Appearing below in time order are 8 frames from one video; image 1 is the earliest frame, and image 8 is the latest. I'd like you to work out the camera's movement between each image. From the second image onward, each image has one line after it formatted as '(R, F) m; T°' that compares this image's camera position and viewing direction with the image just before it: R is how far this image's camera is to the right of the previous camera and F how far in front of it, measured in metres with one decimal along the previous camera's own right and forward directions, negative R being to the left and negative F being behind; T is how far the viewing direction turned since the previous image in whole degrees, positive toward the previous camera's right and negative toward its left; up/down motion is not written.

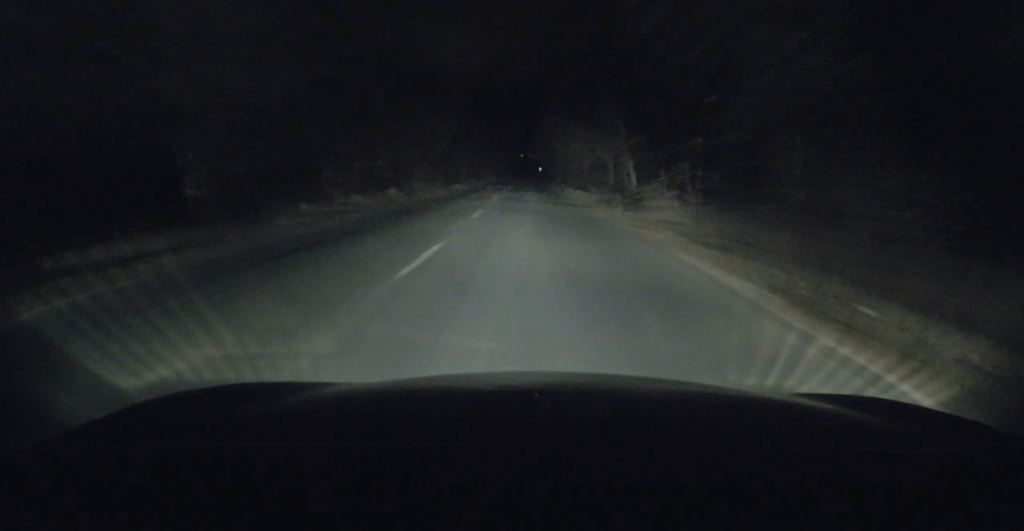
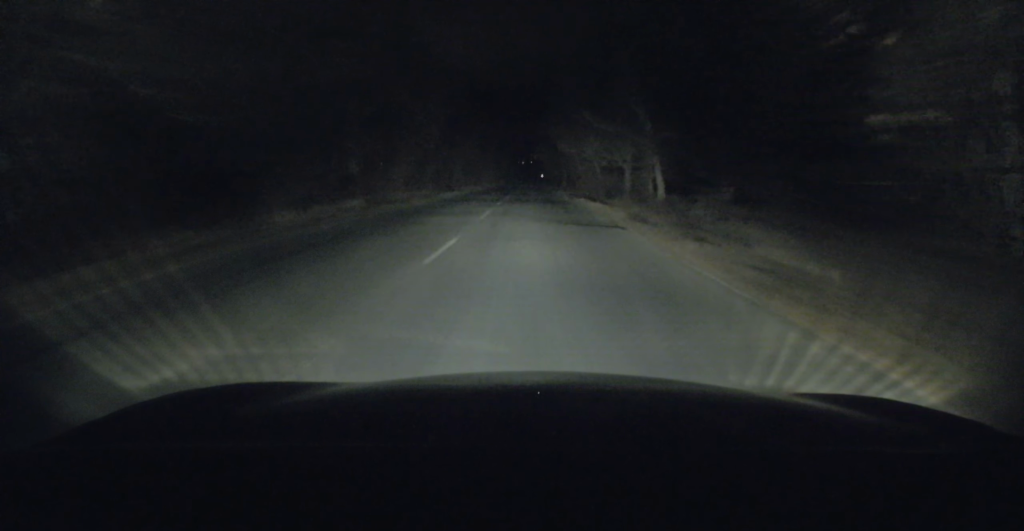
(0.0, +7.7) m; 0°
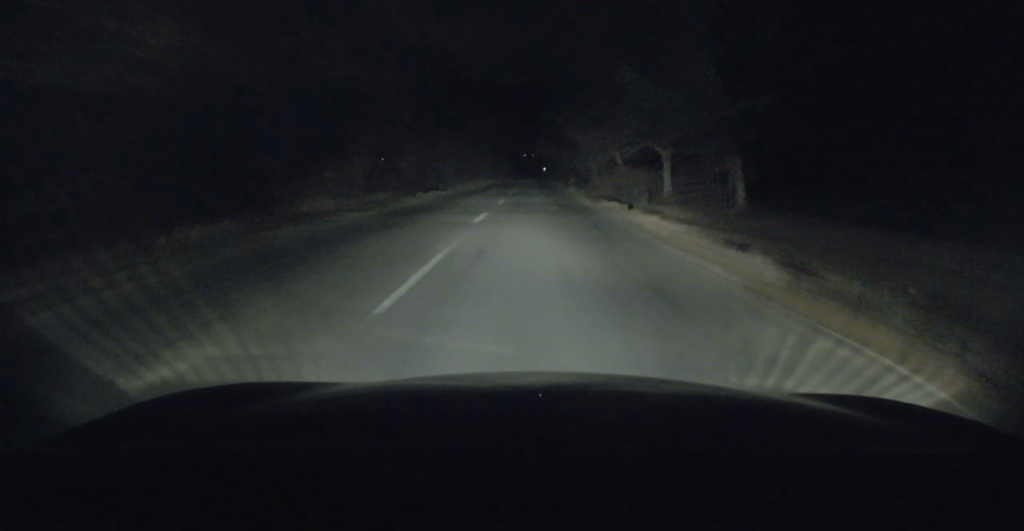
(0.0, +12.0) m; -1°
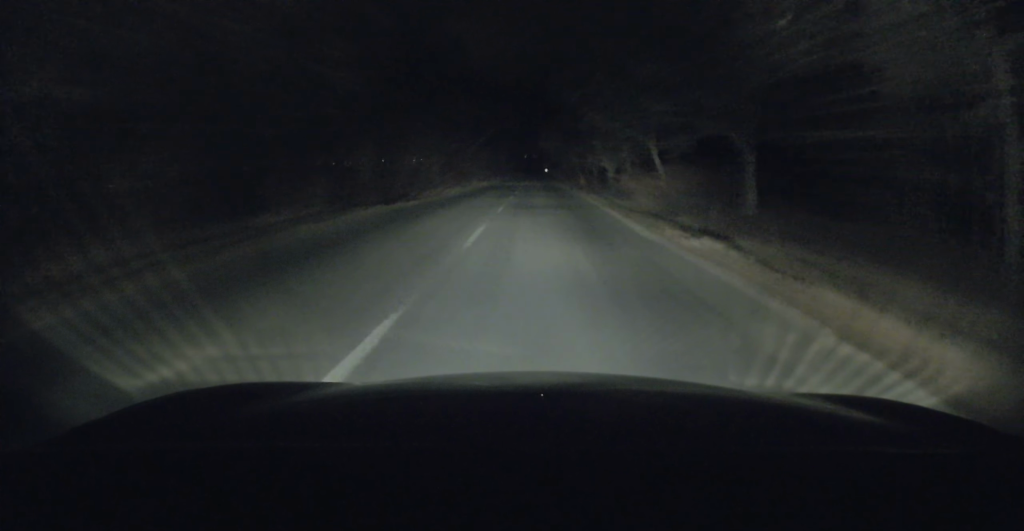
(-0.1, +12.5) m; -1°
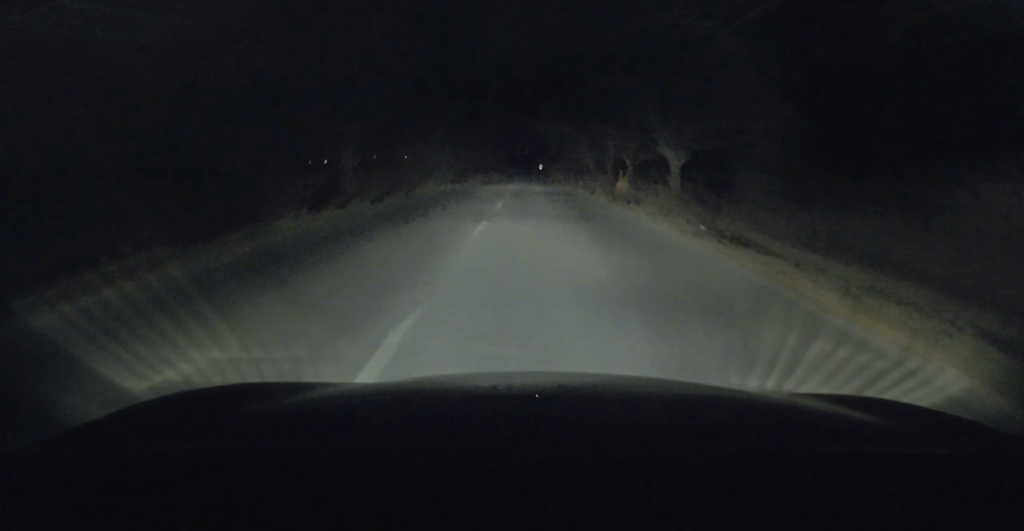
(0.0, +27.1) m; +1°
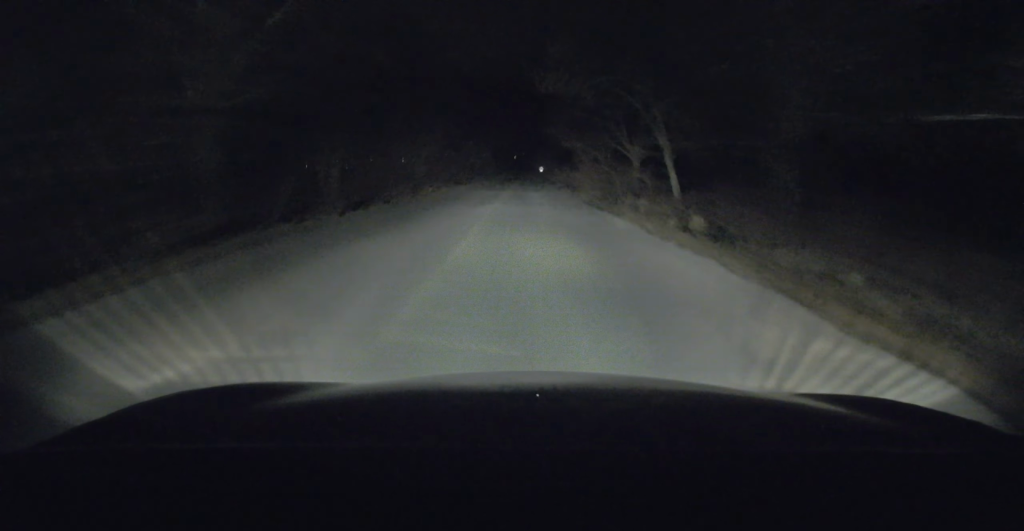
(+0.2, +39.4) m; 0°
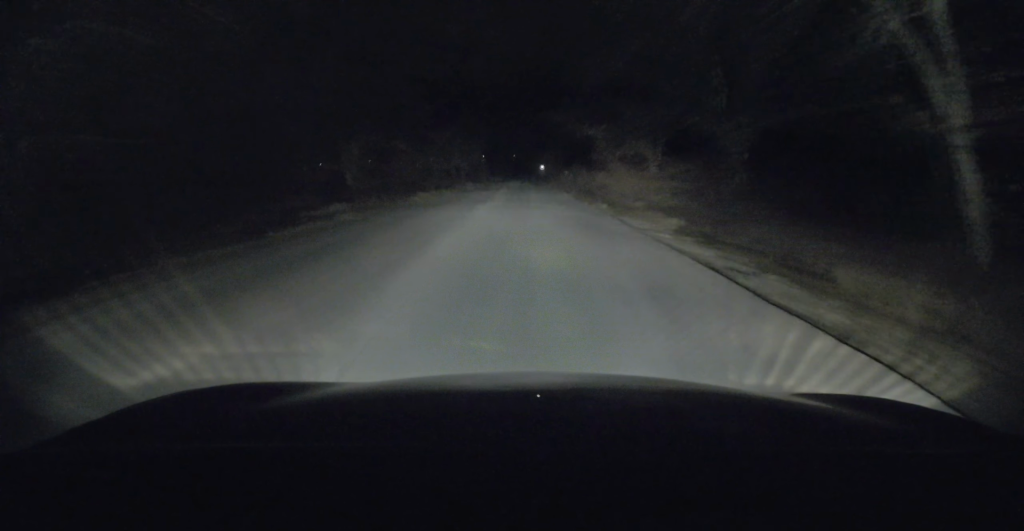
(-0.3, +20.7) m; -1°
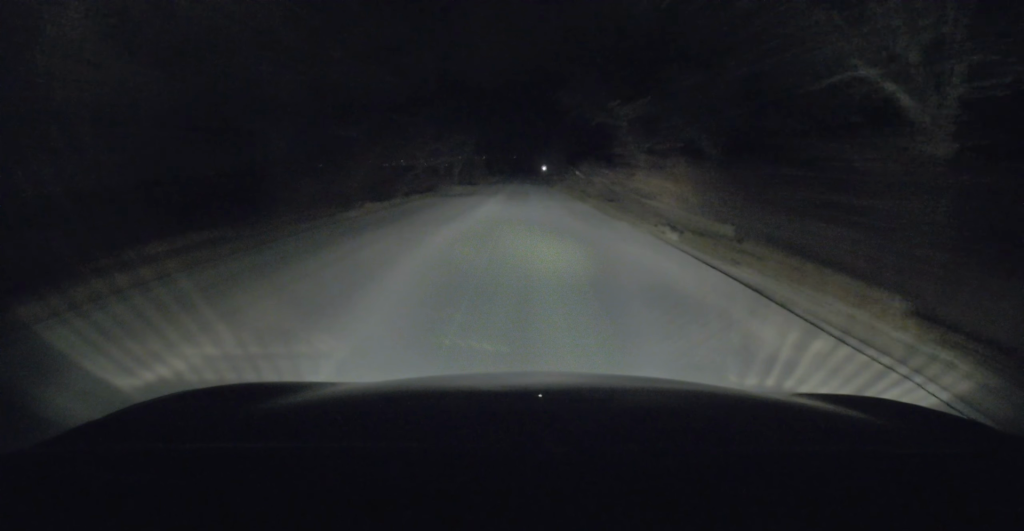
(-0.2, +10.5) m; 0°
